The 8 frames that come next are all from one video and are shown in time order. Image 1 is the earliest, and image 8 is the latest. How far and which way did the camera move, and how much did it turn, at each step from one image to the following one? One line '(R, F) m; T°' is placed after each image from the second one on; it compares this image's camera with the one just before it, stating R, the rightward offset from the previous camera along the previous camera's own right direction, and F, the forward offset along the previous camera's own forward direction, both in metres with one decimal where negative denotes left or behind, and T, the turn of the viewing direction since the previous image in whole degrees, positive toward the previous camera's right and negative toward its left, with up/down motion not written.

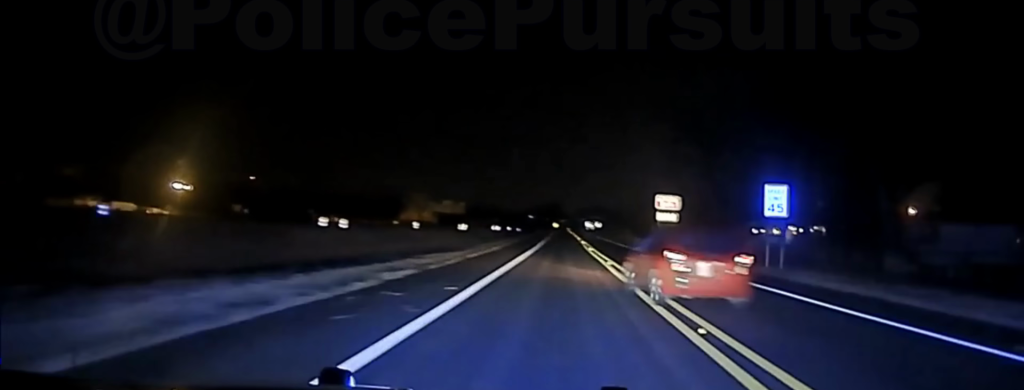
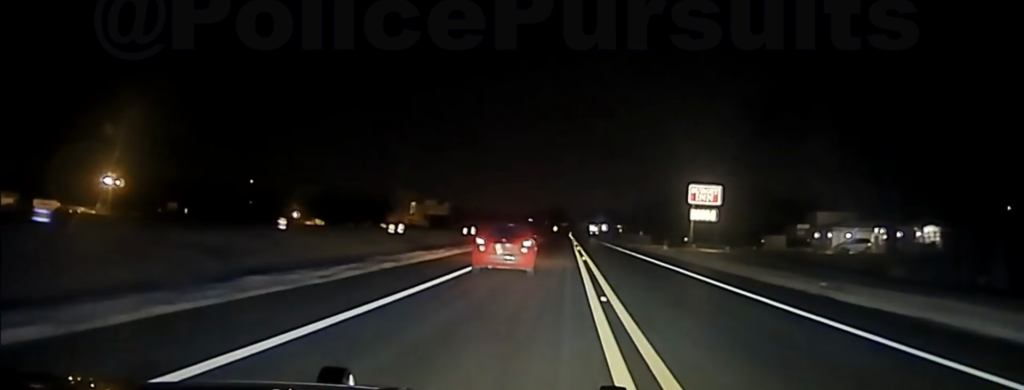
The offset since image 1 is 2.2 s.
(+0.8, +40.6) m; 0°
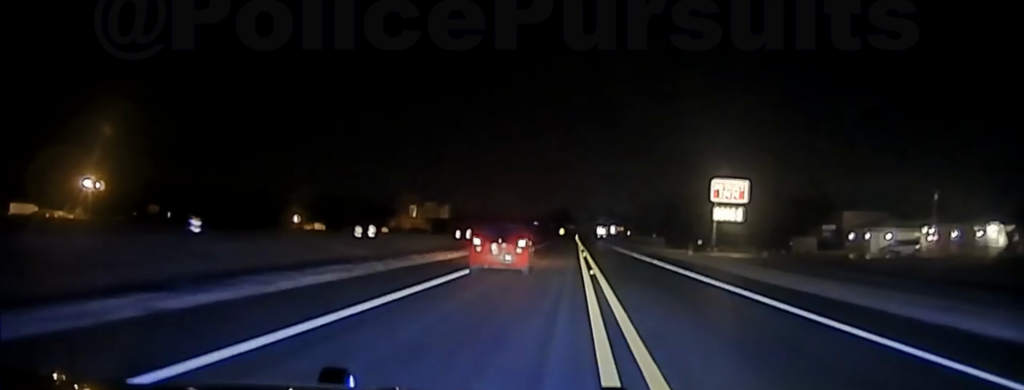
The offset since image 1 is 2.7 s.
(-0.1, +12.6) m; 0°
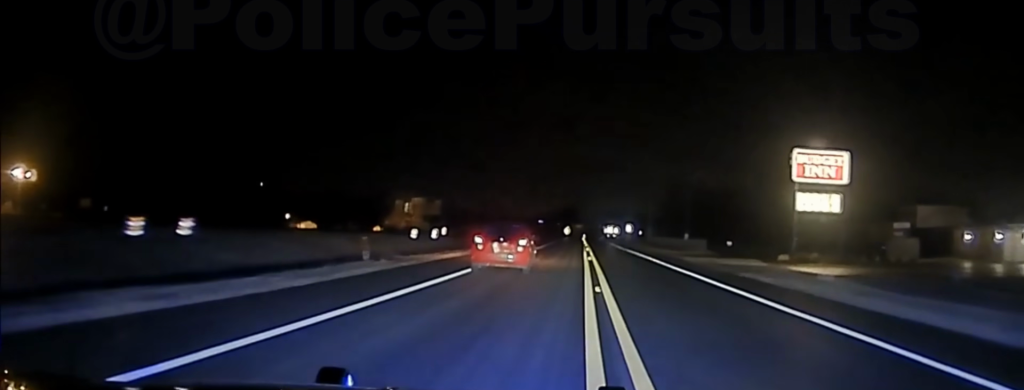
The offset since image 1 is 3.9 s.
(0.0, +36.4) m; 0°
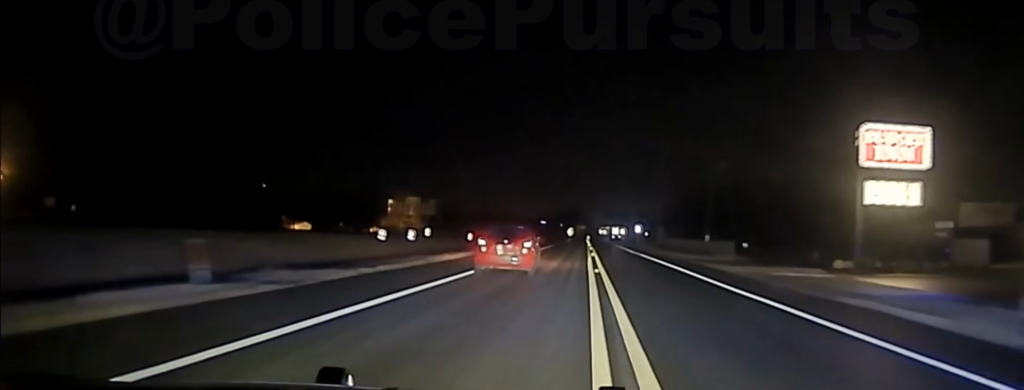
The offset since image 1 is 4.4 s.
(+0.1, +17.0) m; 0°
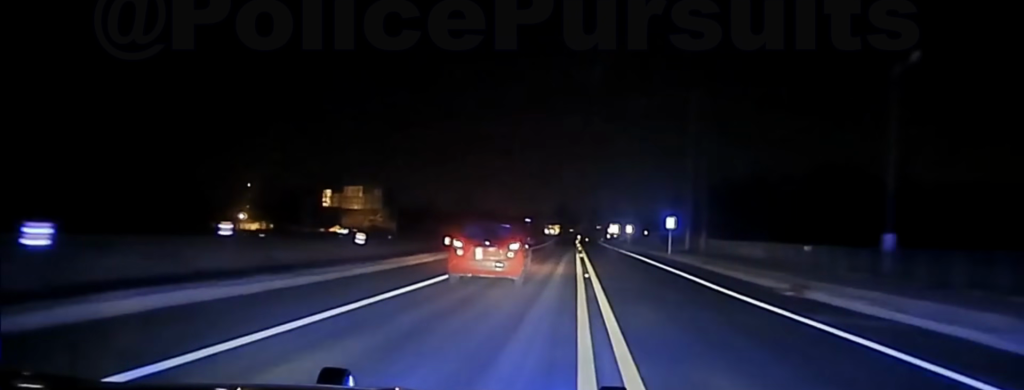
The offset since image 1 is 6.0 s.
(+0.4, +62.0) m; 0°
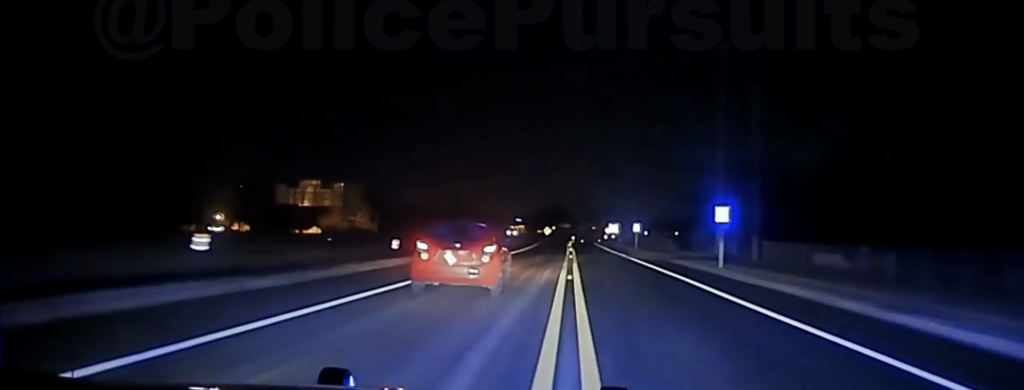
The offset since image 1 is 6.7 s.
(-0.2, +25.3) m; 0°
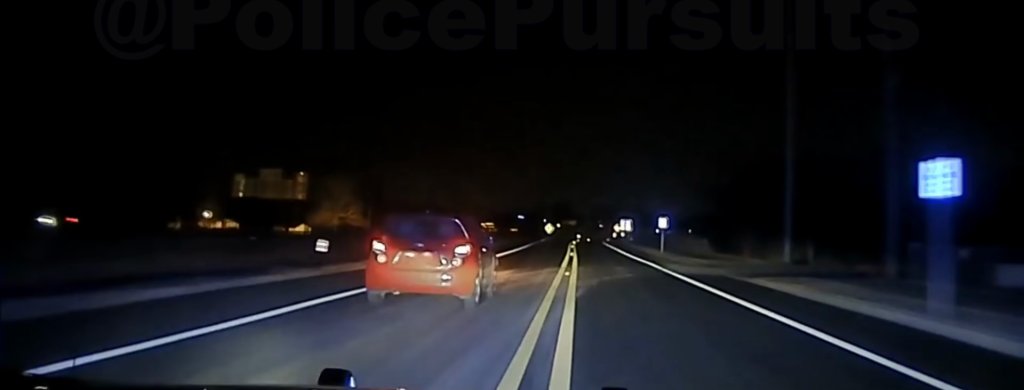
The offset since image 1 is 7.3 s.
(0.0, +21.7) m; 0°
